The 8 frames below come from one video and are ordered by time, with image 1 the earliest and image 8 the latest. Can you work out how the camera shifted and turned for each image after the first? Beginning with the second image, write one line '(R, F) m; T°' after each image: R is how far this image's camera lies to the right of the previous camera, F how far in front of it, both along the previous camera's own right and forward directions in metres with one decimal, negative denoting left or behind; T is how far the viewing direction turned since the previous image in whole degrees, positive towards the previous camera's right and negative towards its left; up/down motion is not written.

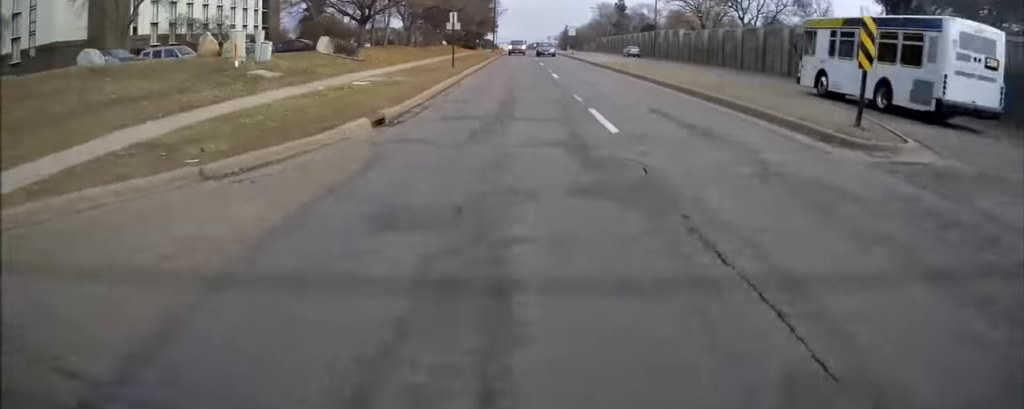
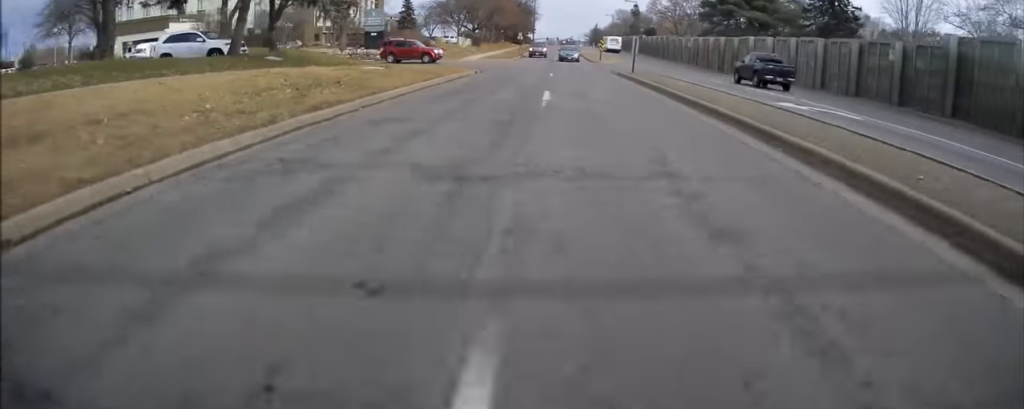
(-1.6, +50.2) m; -2°
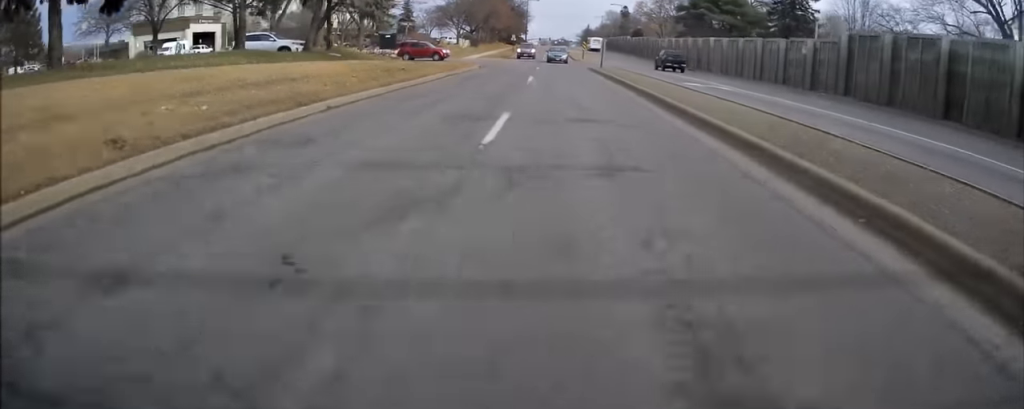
(+0.2, +9.2) m; 0°
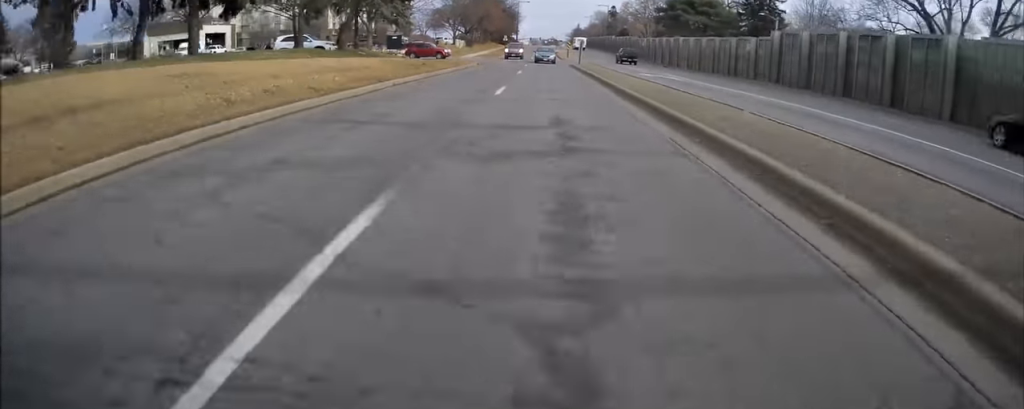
(+0.2, +8.2) m; 0°
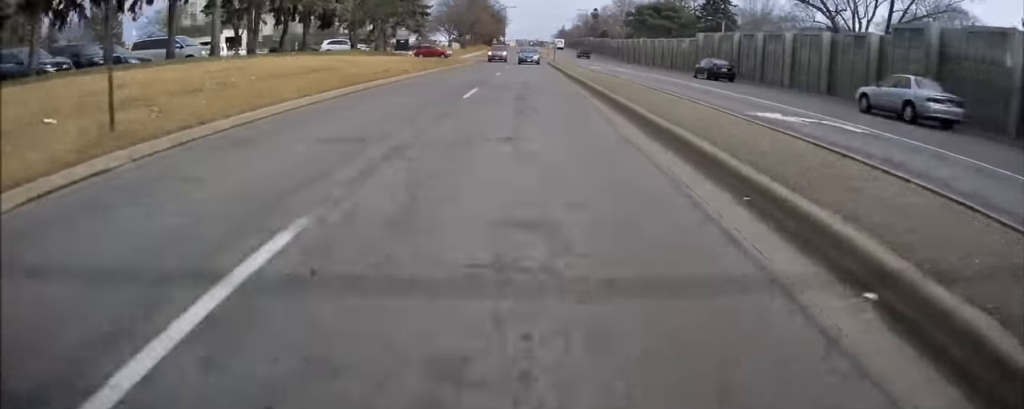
(-0.4, +14.8) m; 0°
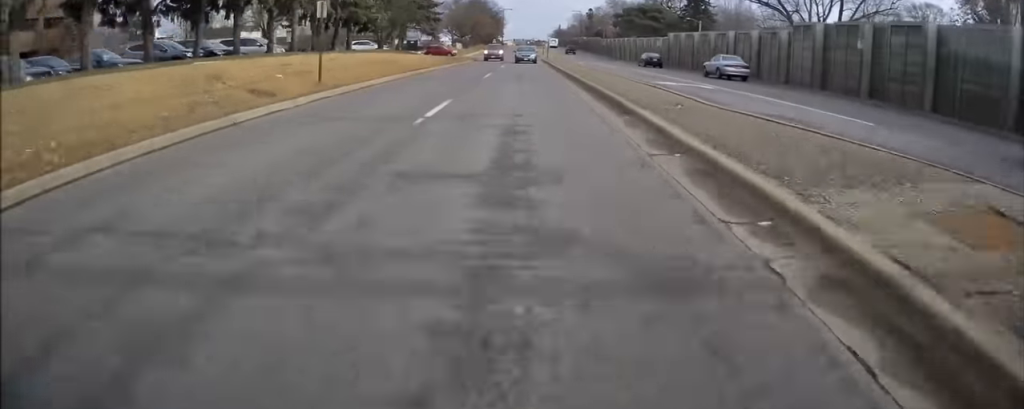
(+0.2, +9.8) m; +1°
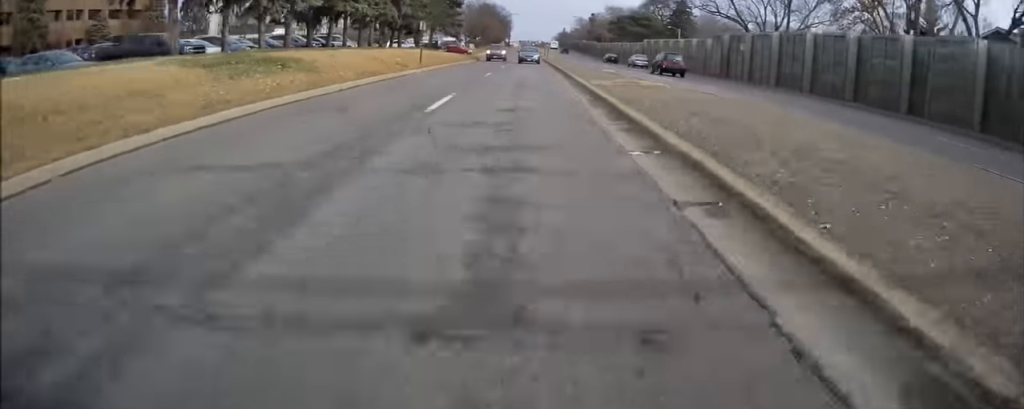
(+0.2, +16.3) m; +1°
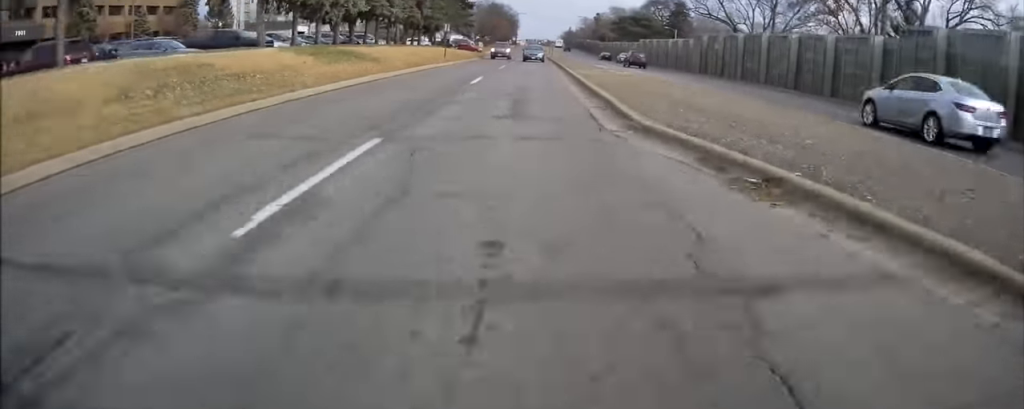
(0.0, +7.5) m; 0°
